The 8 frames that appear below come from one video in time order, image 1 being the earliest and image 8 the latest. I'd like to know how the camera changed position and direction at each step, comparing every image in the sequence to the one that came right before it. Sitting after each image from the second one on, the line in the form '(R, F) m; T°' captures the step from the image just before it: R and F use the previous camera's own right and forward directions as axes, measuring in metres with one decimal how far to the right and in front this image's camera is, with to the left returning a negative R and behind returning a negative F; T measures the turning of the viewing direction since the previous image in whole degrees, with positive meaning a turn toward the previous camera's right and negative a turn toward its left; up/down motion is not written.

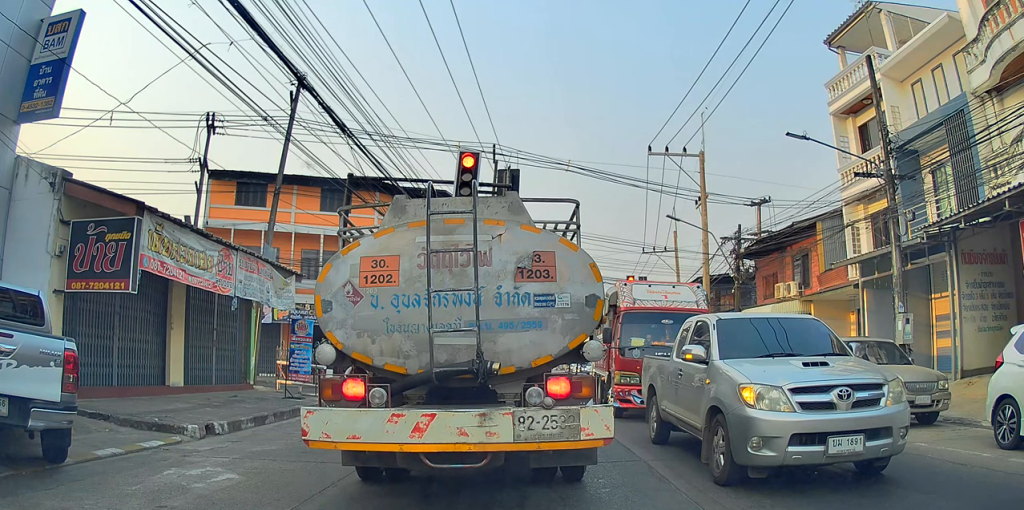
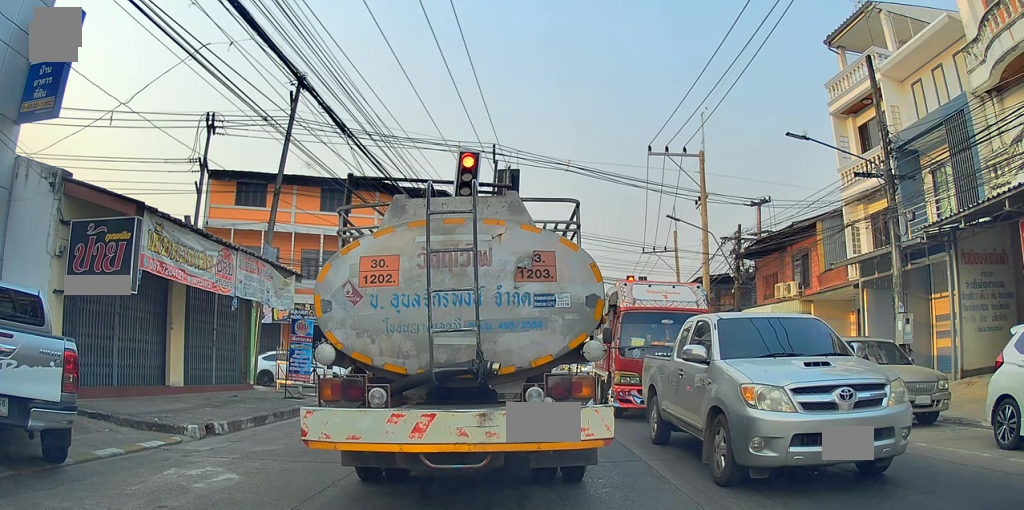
(0.0, 0.0) m; 0°
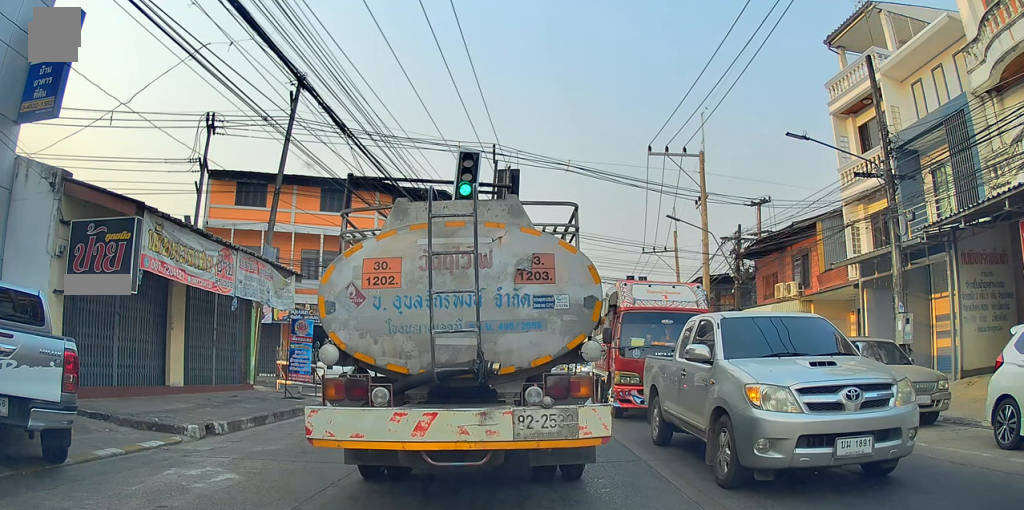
(0.0, 0.0) m; 0°
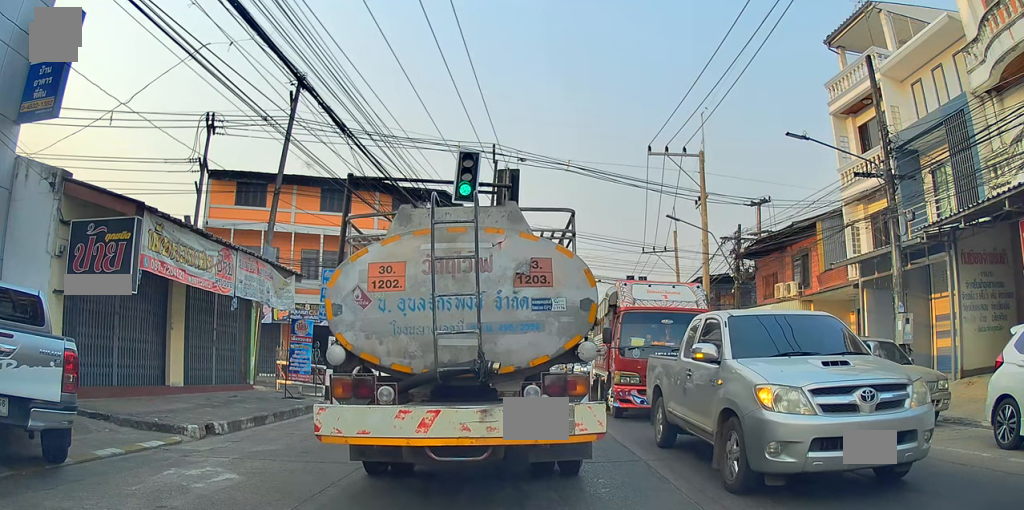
(0.0, 0.0) m; 0°
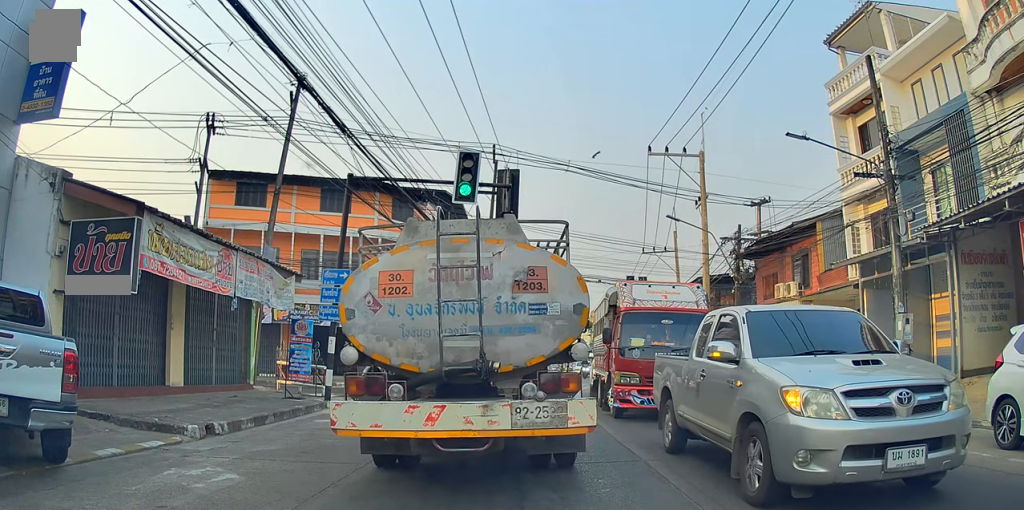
(0.0, 0.0) m; 0°
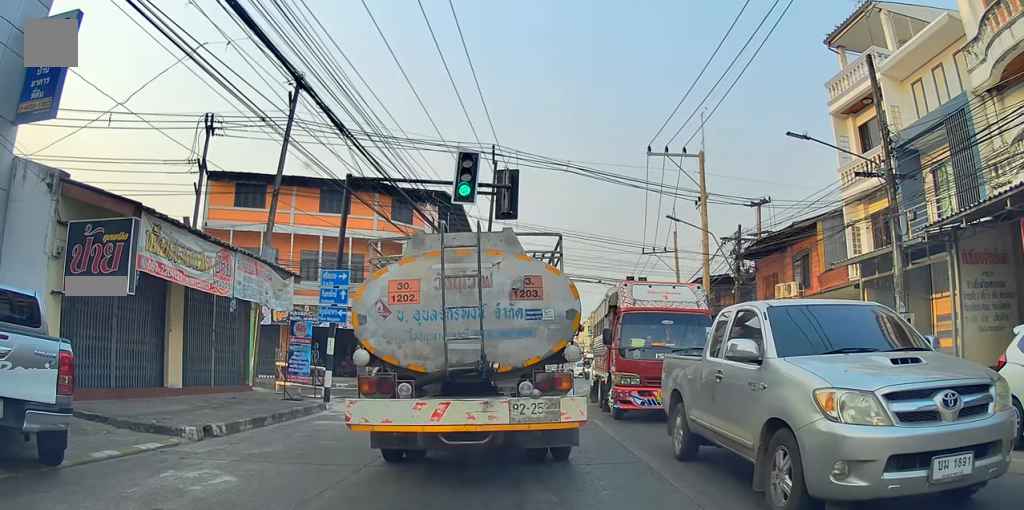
(0.0, 0.0) m; 0°
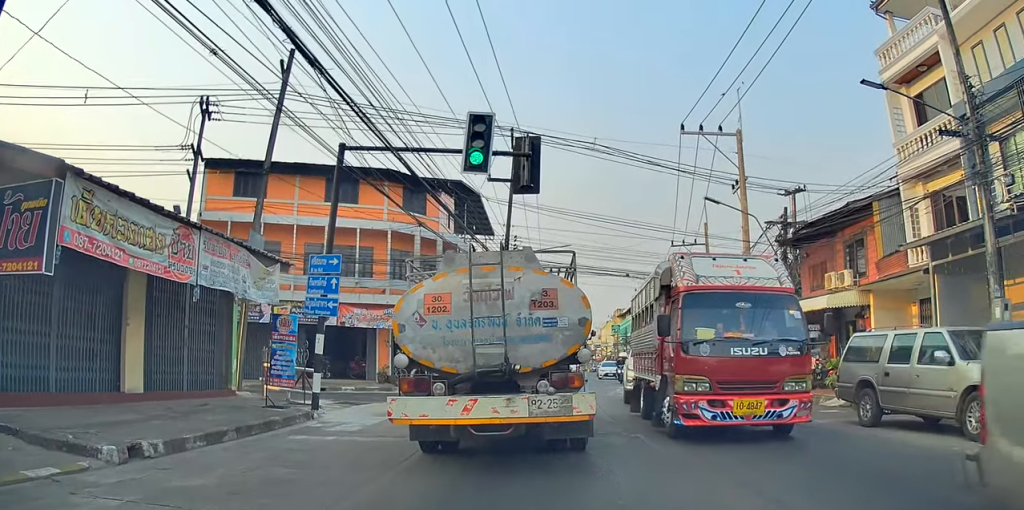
(-0.5, +0.4) m; 0°
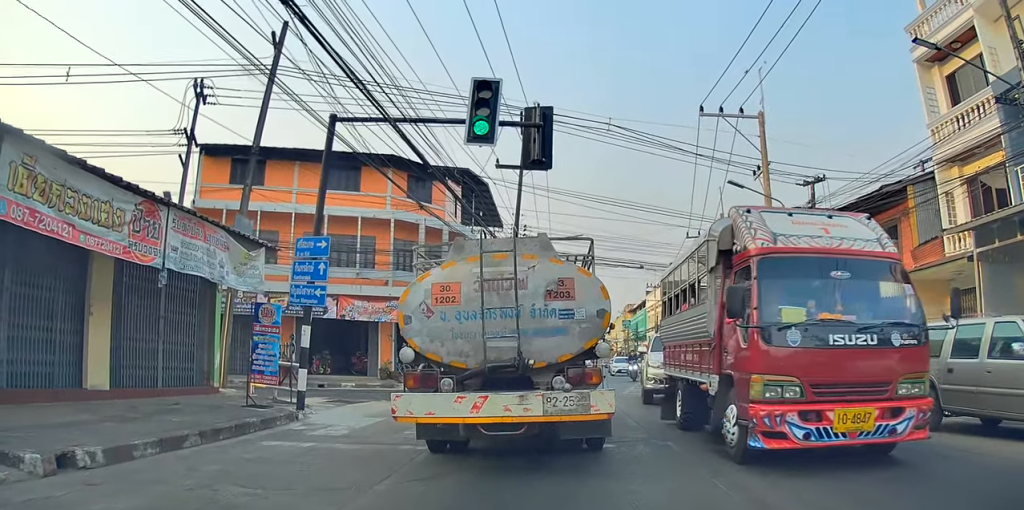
(-0.7, +0.5) m; 0°
